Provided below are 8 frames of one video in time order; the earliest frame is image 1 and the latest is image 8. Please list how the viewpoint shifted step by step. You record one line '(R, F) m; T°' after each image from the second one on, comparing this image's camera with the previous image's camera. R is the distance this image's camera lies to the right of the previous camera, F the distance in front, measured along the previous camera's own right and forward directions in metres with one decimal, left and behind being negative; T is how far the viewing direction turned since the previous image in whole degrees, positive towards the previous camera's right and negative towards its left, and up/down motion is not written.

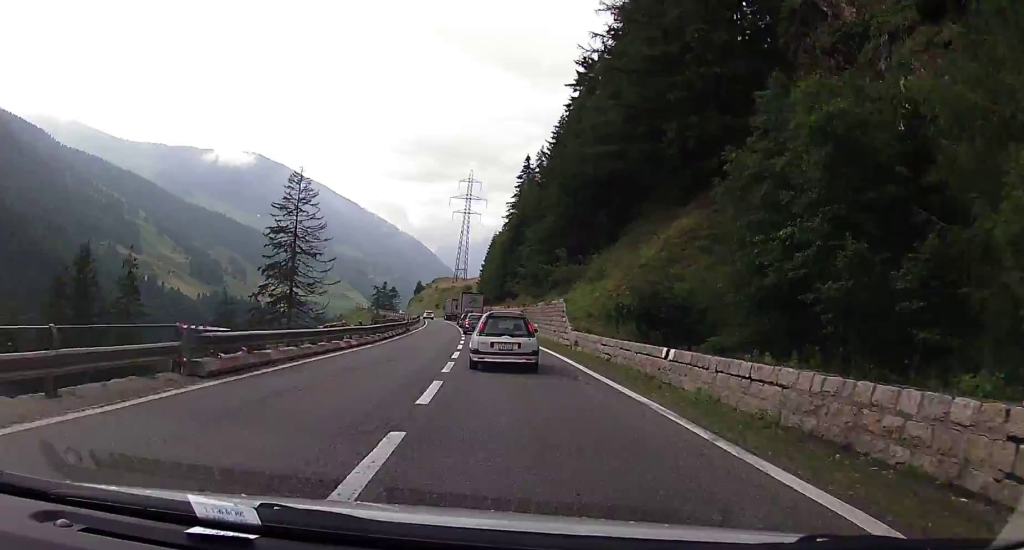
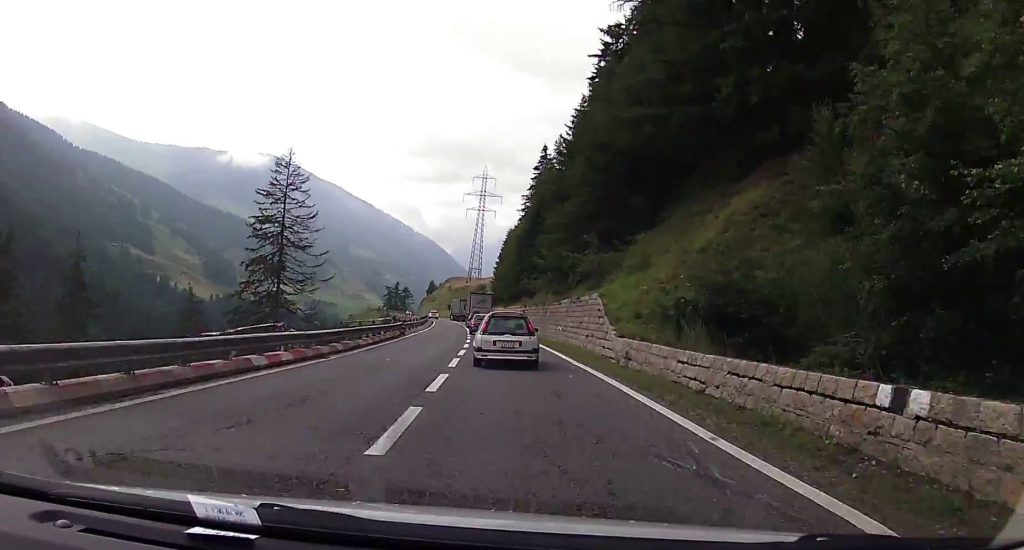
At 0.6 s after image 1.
(-0.1, +8.4) m; 0°
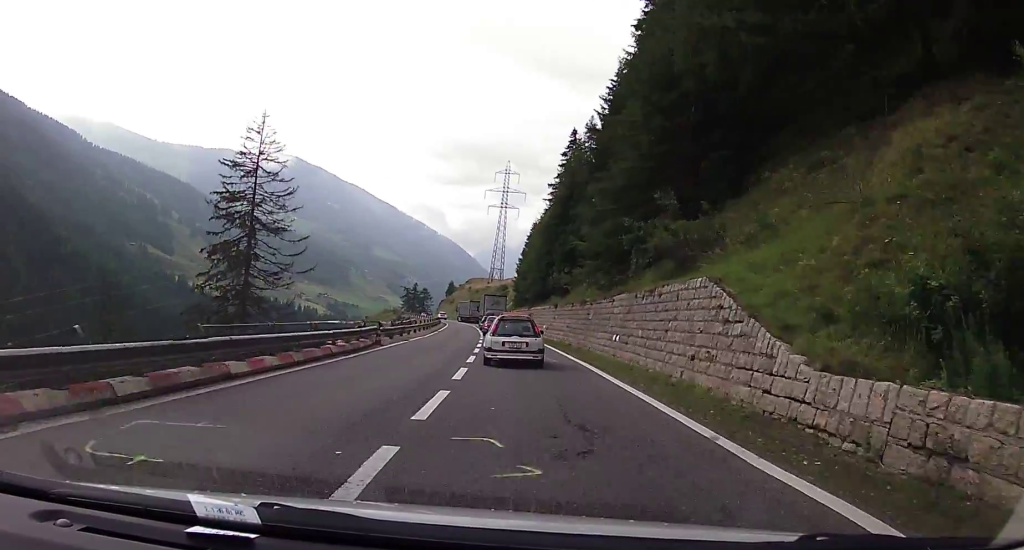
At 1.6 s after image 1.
(+0.1, +13.6) m; 0°
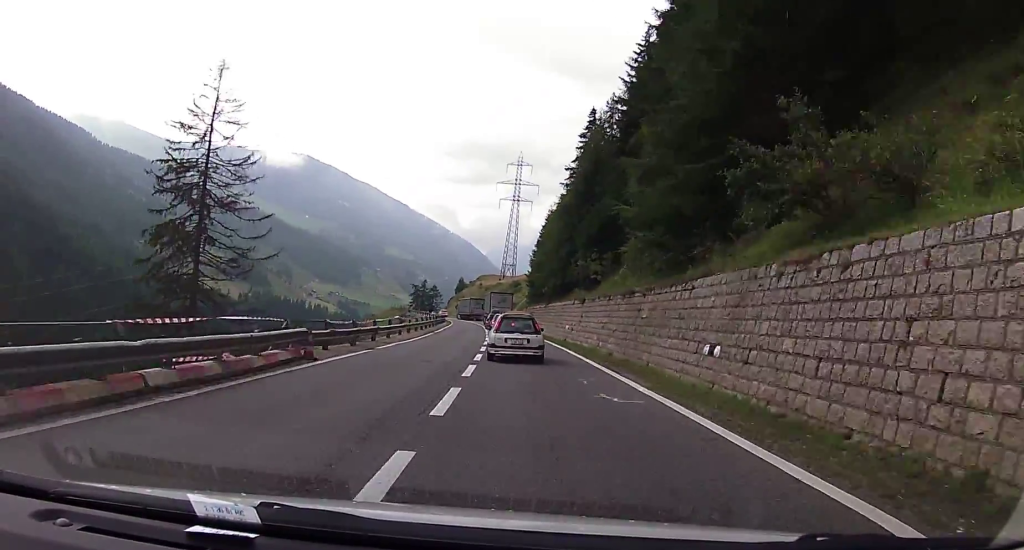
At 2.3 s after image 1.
(0.0, +11.7) m; 0°
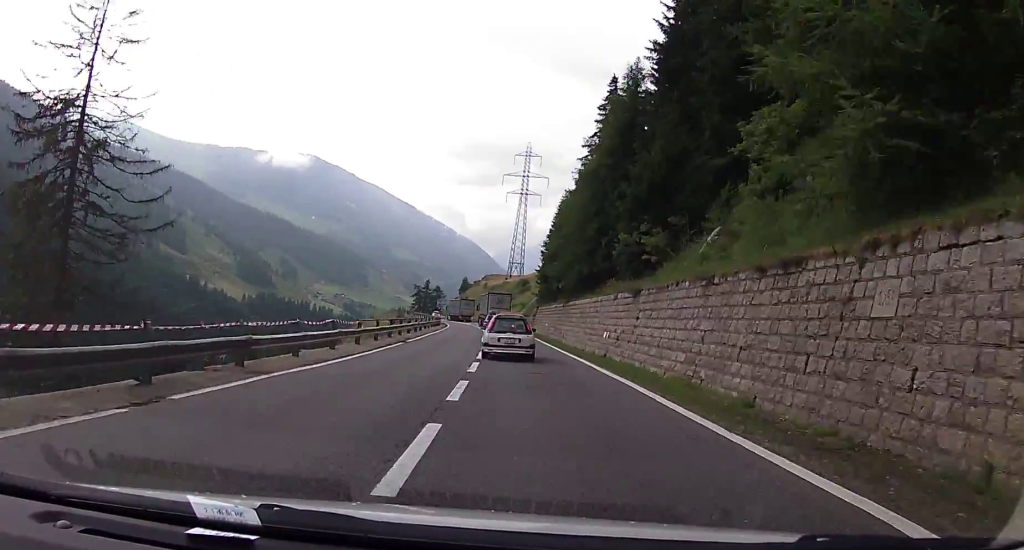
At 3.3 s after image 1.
(-0.2, +14.8) m; -2°
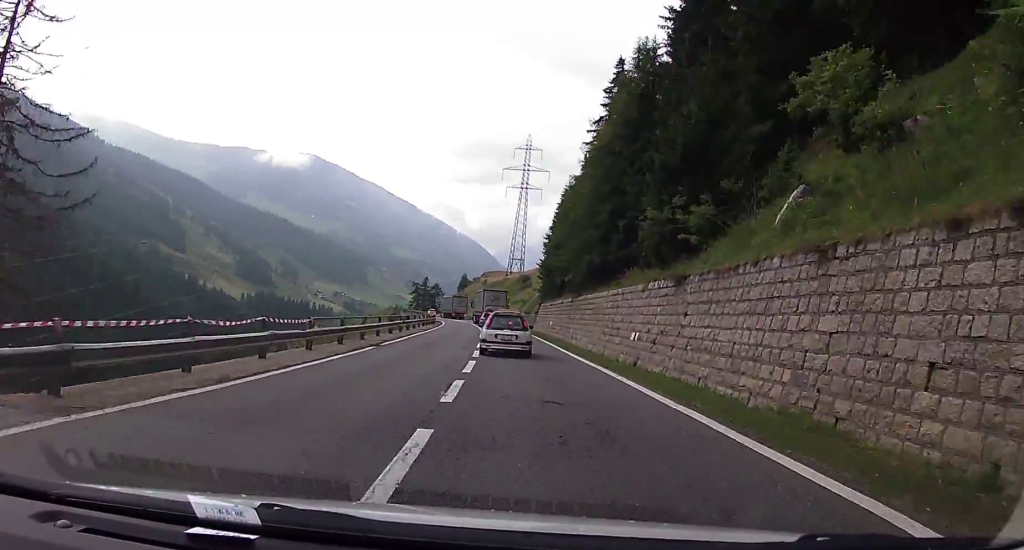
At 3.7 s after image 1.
(-0.1, +5.7) m; 0°
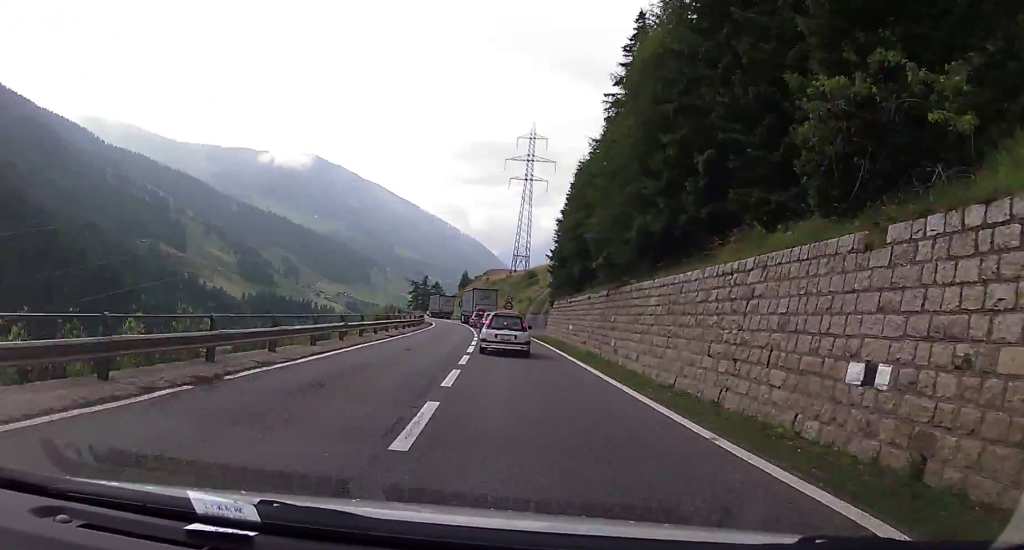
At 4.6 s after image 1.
(-0.1, +13.0) m; 0°
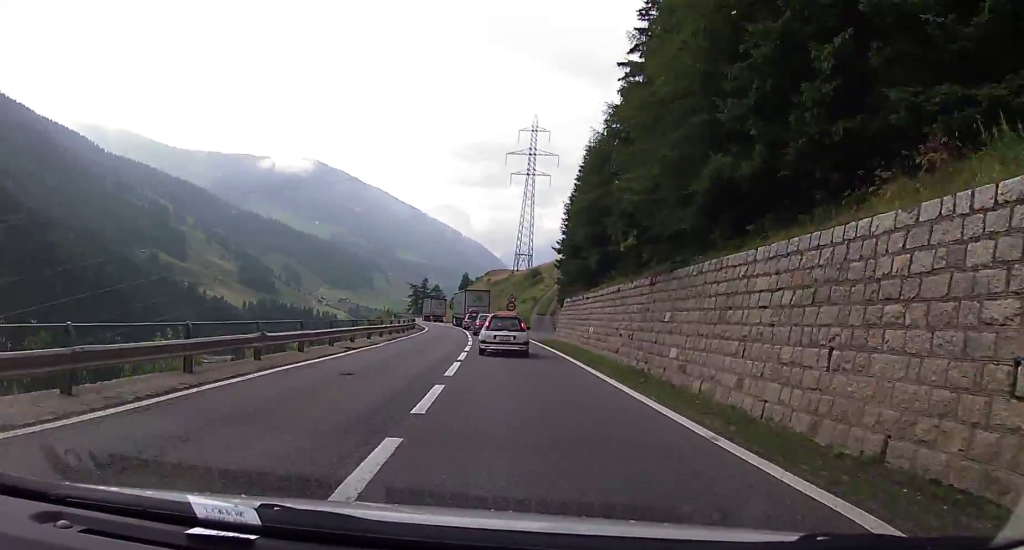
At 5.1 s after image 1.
(0.0, +7.7) m; 0°
